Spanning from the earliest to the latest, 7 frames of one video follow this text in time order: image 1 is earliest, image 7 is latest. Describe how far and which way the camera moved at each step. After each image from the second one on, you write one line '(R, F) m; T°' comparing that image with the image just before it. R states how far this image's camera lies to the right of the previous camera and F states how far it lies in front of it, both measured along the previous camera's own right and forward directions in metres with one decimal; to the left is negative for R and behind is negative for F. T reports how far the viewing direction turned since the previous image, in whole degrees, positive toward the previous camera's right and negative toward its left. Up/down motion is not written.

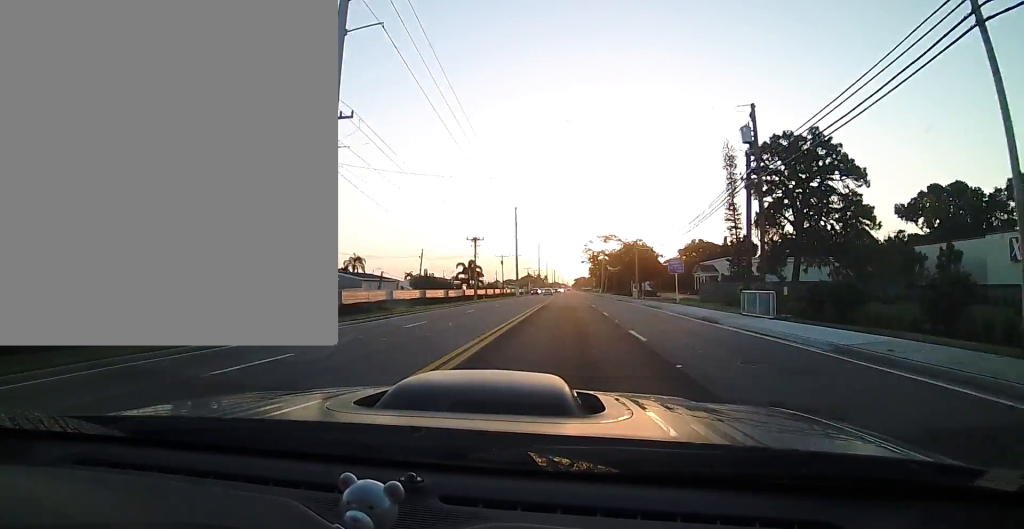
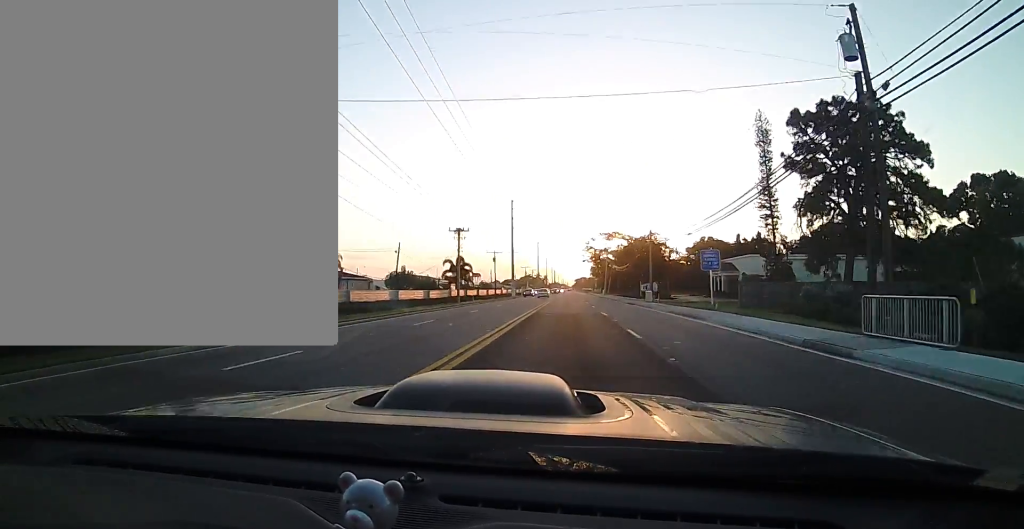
(0.0, +11.1) m; 0°
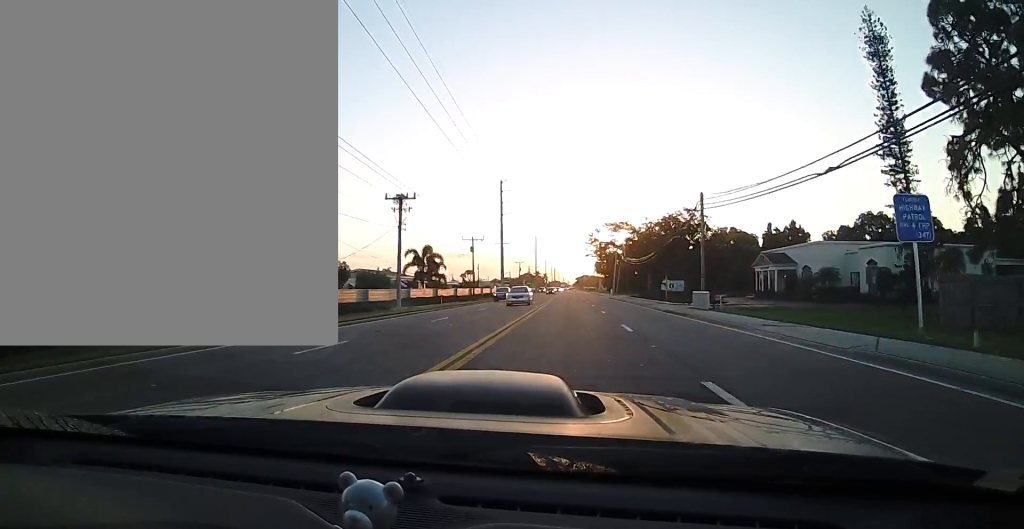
(0.0, +21.6) m; 0°
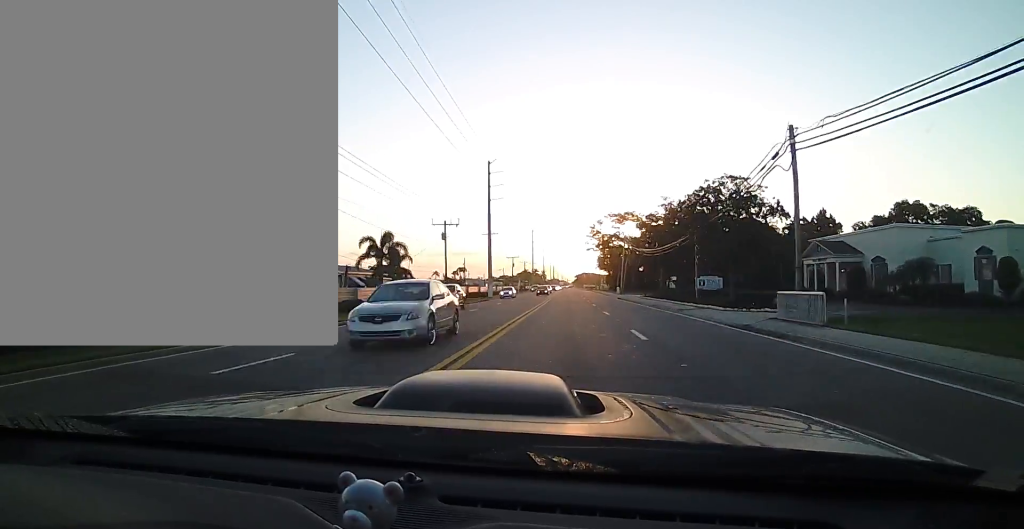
(0.0, +15.3) m; 0°
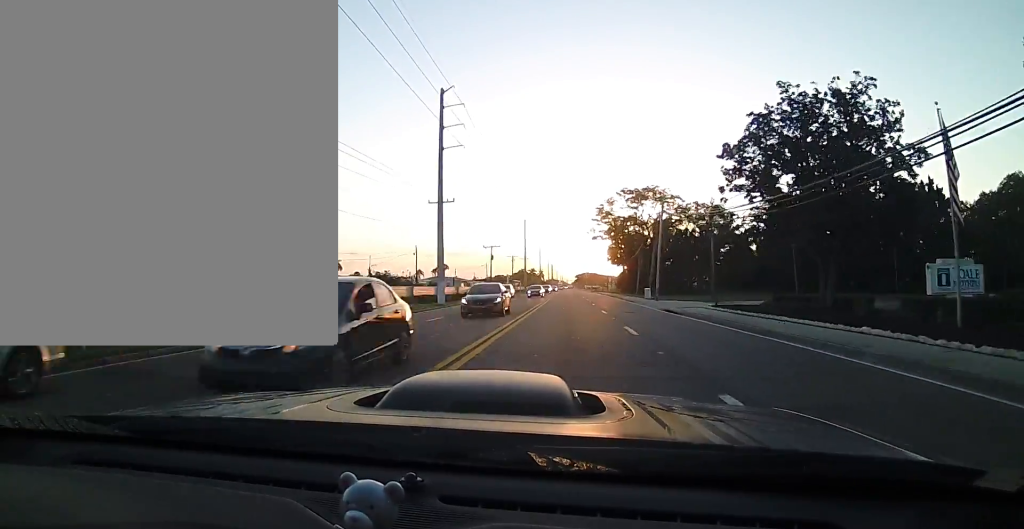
(0.0, +36.2) m; 0°
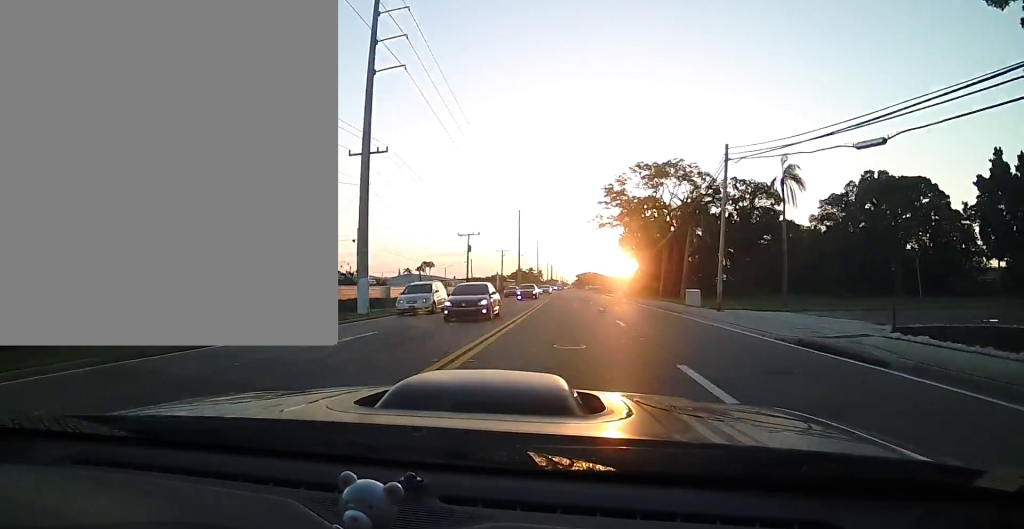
(0.0, +21.8) m; 0°
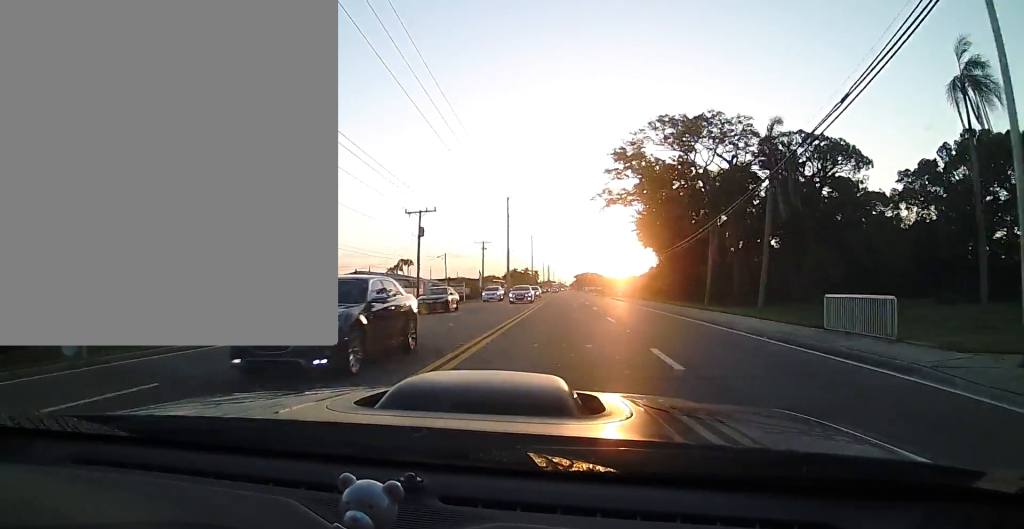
(0.0, +22.4) m; 0°
